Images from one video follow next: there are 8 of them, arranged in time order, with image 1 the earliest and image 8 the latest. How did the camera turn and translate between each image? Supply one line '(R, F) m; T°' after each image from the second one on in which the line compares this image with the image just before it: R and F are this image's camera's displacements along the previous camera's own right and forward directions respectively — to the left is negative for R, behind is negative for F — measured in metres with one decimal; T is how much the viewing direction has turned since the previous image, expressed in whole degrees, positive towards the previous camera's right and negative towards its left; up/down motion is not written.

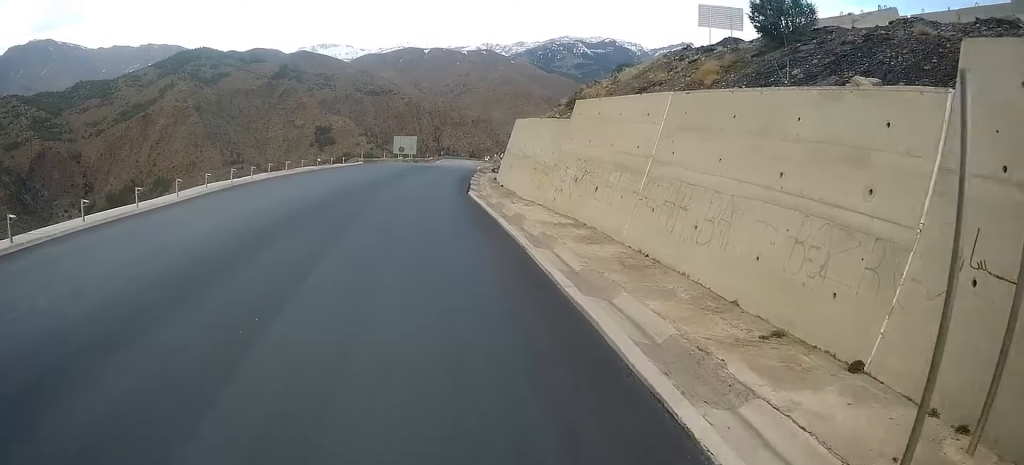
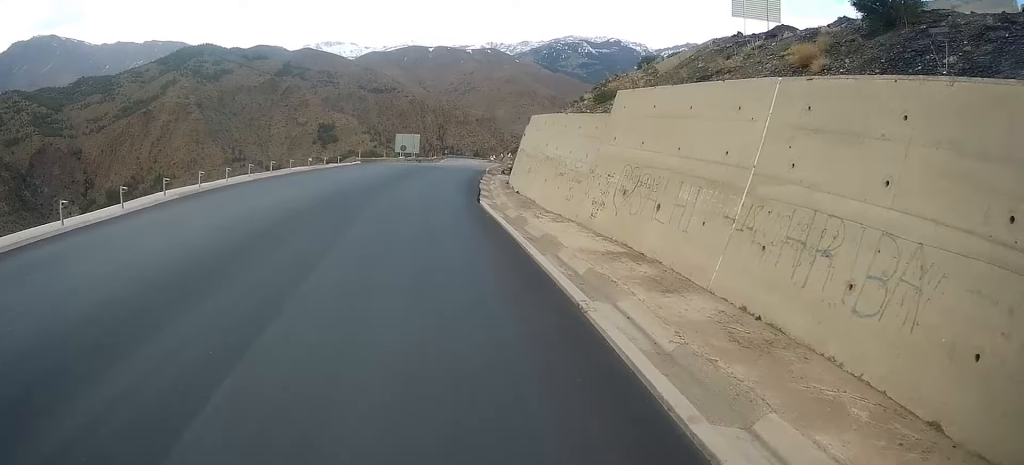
(-0.4, +5.2) m; -3°
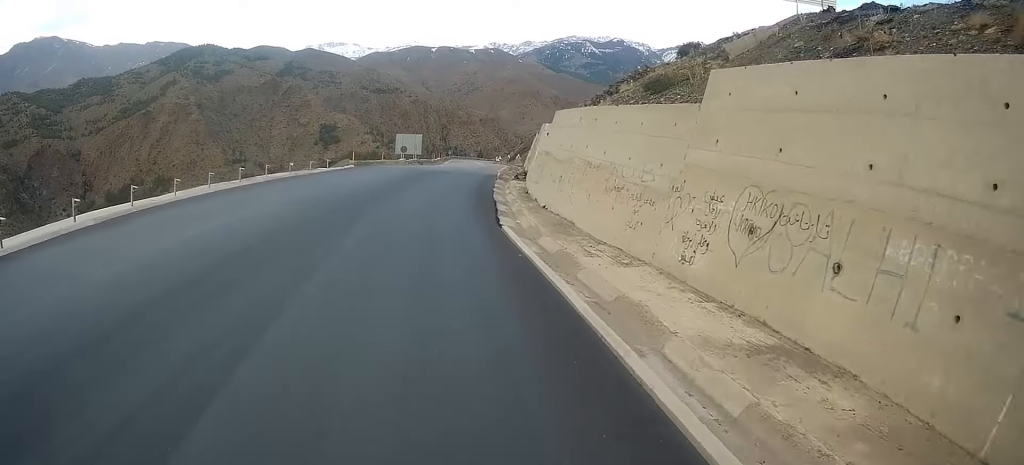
(-0.3, +6.8) m; -2°
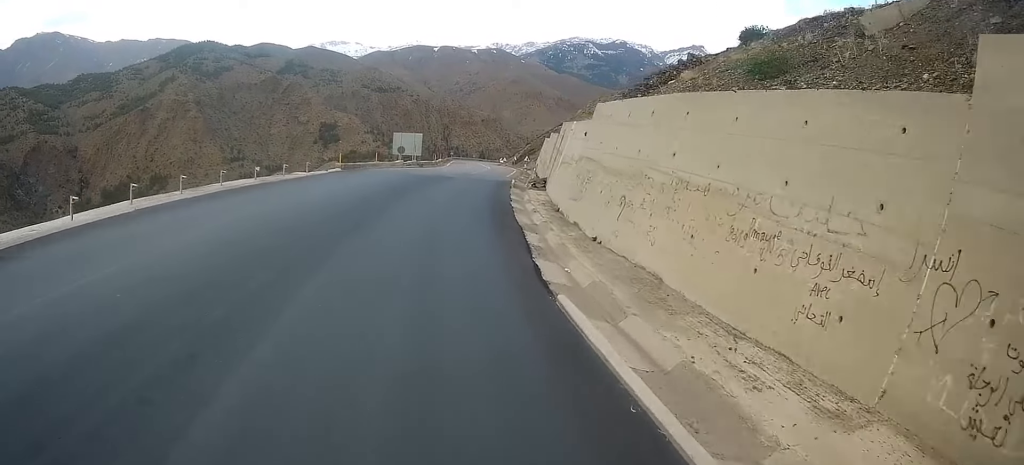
(-0.1, +7.7) m; +1°
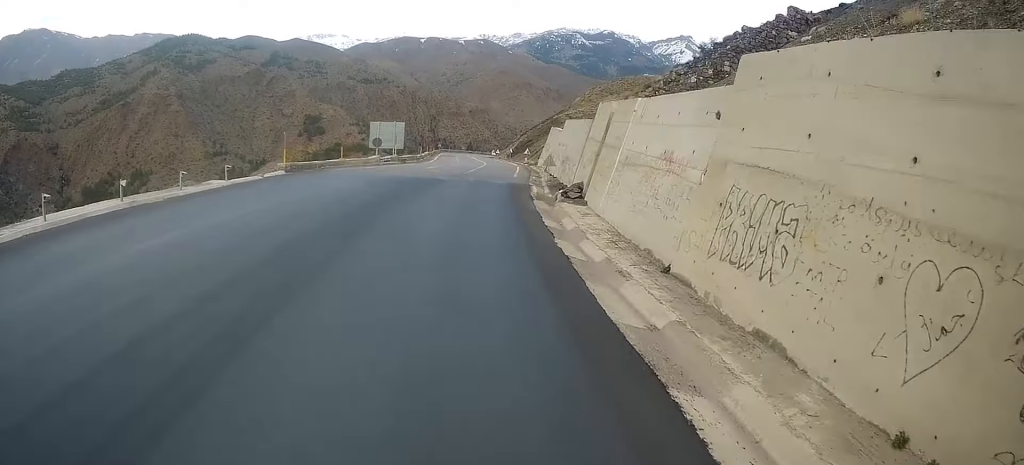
(+0.3, +12.4) m; +2°
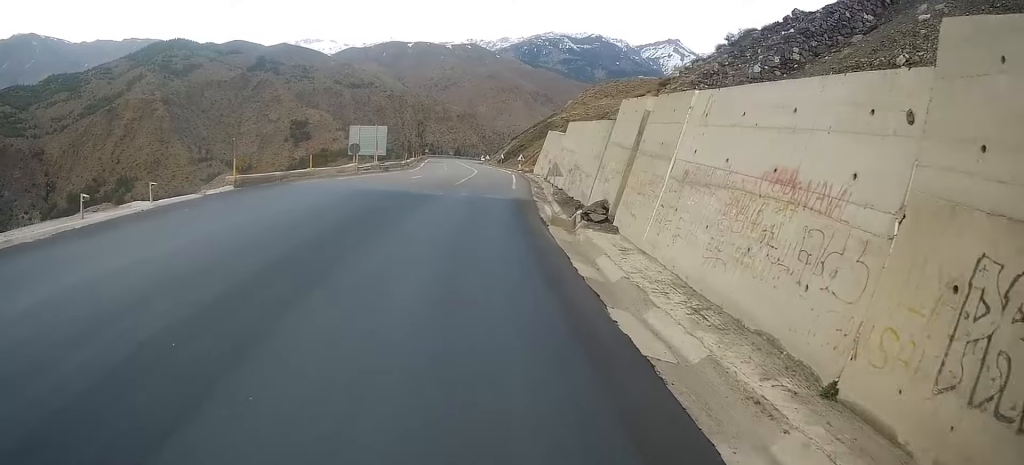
(-0.1, +5.5) m; +2°
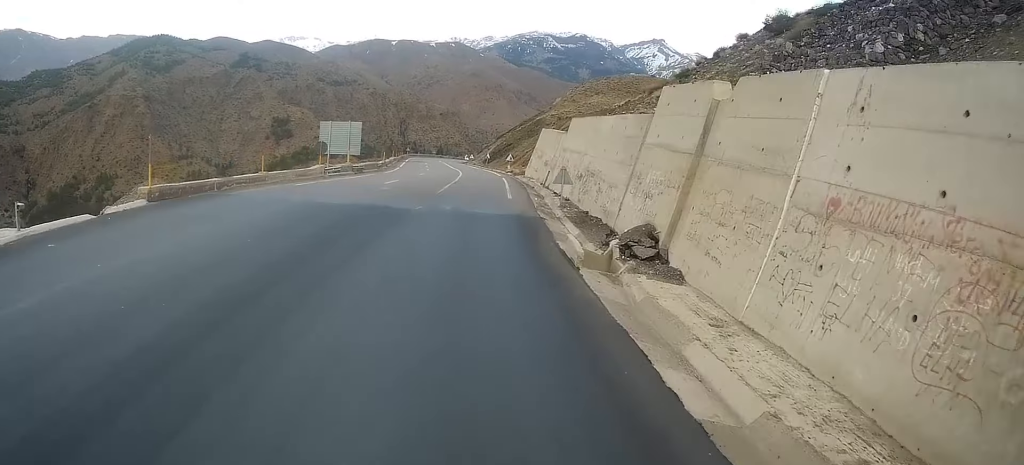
(+0.2, +5.7) m; +3°
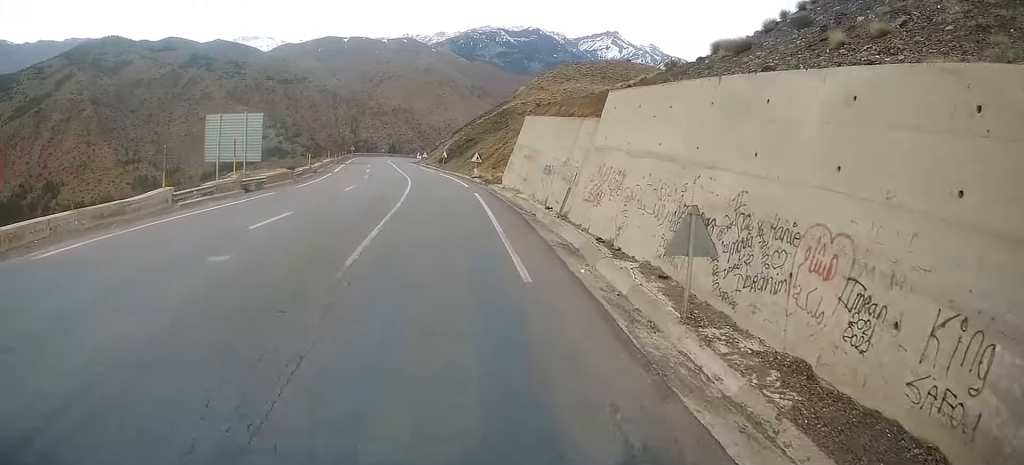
(+2.0, +24.8) m; +5°
